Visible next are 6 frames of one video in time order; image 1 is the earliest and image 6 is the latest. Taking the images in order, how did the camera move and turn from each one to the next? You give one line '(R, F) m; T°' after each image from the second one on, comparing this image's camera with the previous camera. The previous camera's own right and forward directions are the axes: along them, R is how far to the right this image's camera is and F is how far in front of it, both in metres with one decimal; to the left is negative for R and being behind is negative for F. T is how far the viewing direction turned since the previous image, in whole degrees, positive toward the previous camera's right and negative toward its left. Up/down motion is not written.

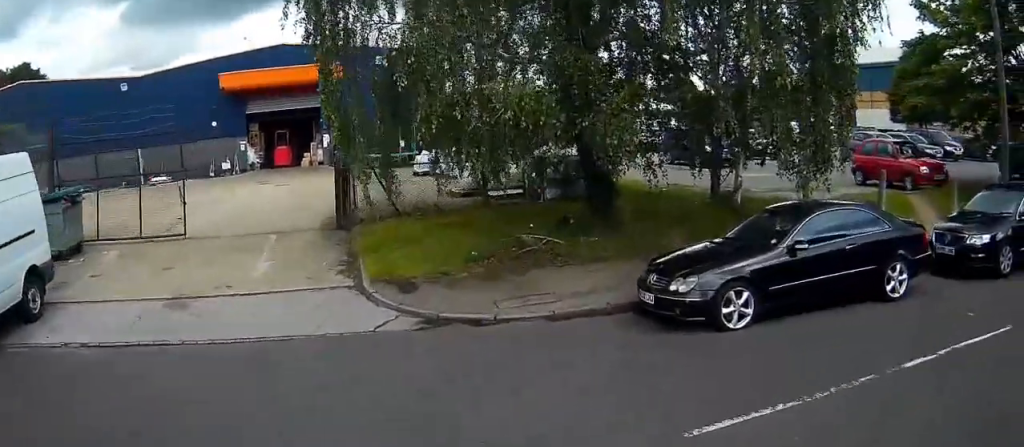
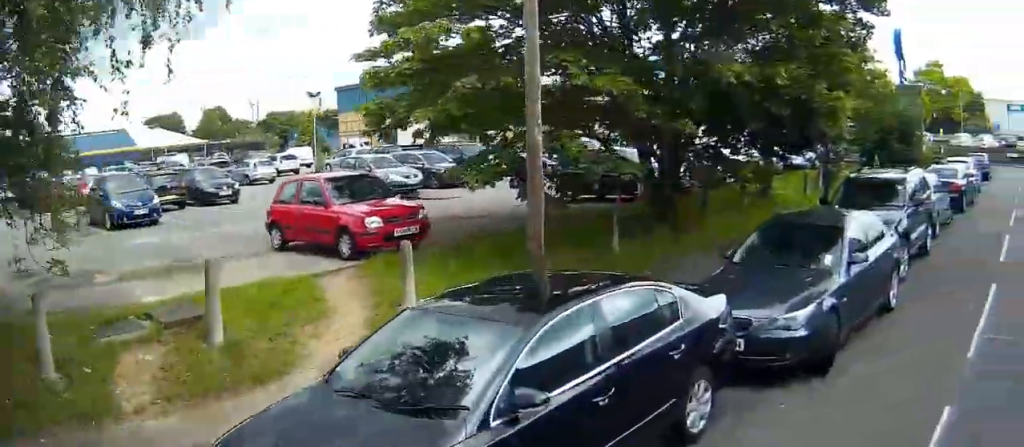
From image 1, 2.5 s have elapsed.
(+2.1, +8.6) m; +39°
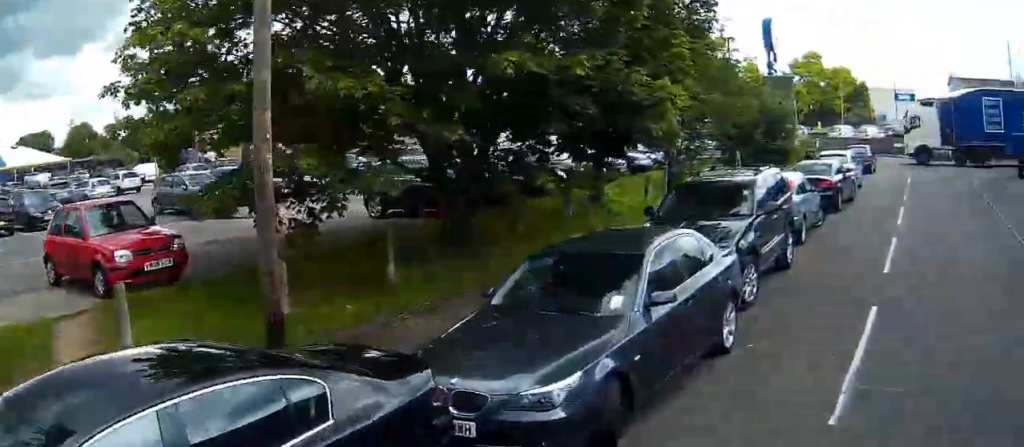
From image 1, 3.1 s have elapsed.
(+0.4, +2.5) m; +10°
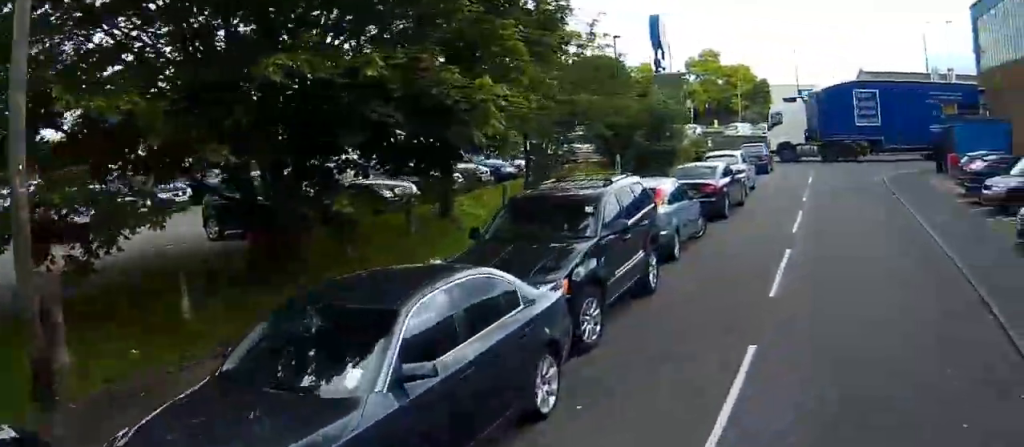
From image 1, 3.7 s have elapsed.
(-0.1, +2.4) m; +6°
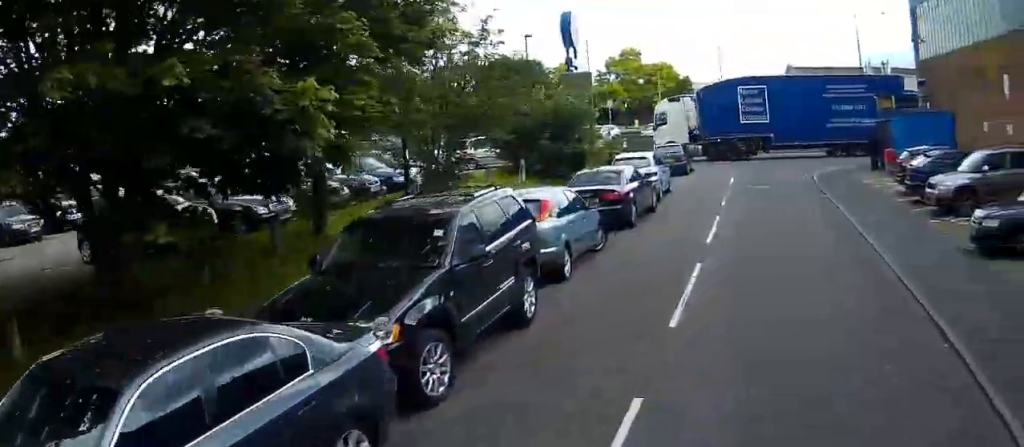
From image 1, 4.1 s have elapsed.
(0.0, +1.9) m; +5°
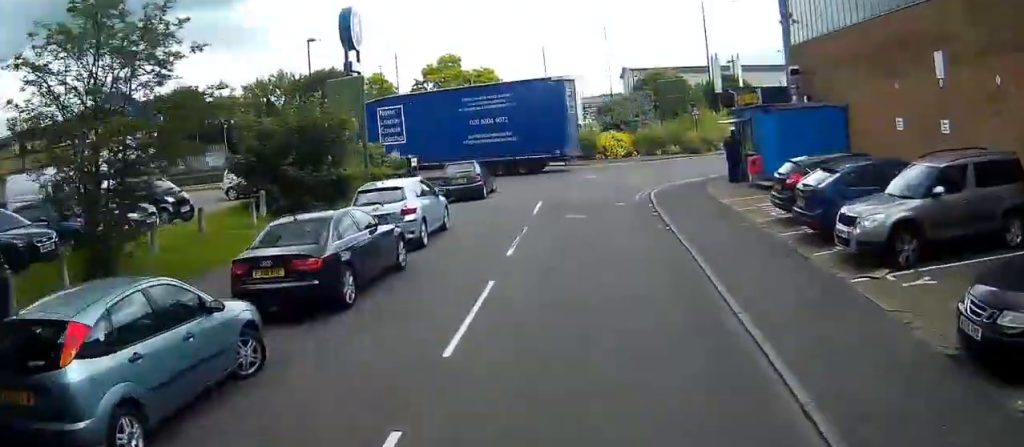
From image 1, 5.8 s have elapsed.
(+1.1, +6.9) m; +6°
